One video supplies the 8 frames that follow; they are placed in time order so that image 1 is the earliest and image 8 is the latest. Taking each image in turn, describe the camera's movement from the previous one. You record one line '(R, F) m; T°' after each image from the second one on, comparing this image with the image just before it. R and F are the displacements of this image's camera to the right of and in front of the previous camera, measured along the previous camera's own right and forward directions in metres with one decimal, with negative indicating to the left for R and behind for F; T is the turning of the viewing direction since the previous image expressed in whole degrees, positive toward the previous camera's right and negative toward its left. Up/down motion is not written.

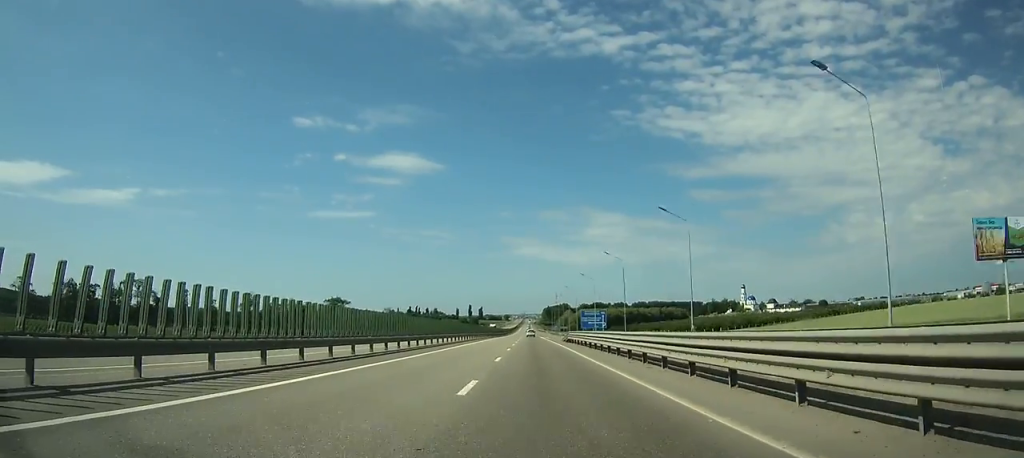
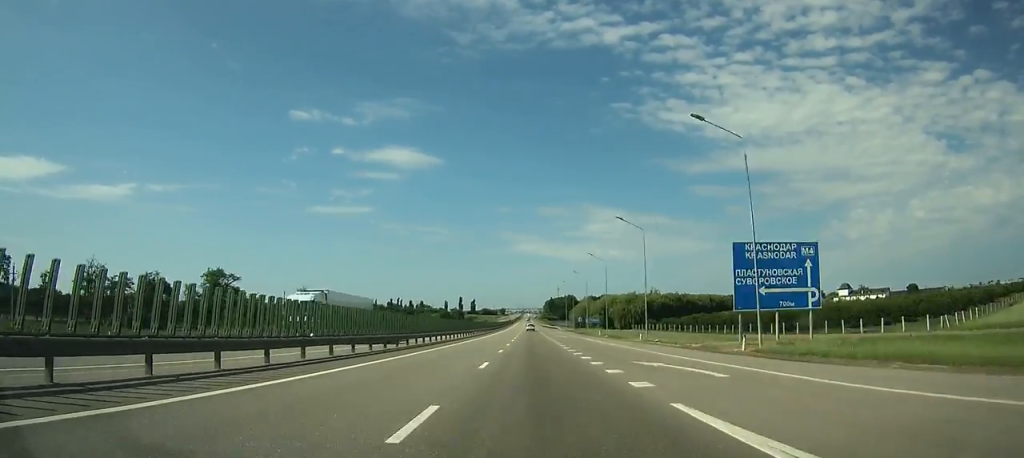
(+0.1, +109.5) m; 0°
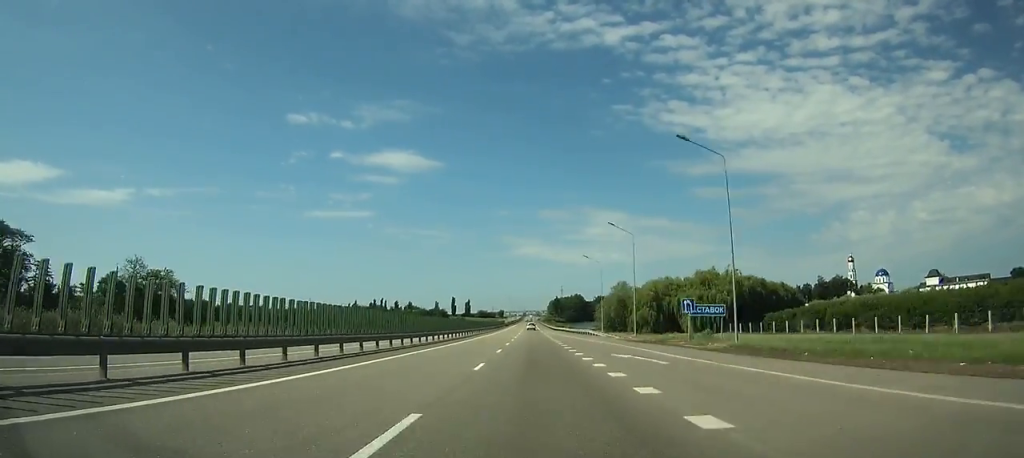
(-0.2, +83.3) m; 0°
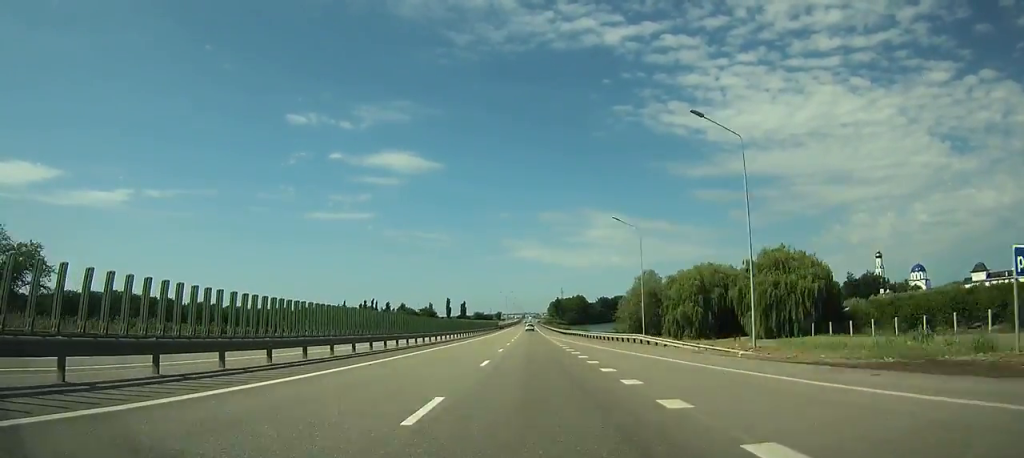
(0.0, +35.6) m; 0°
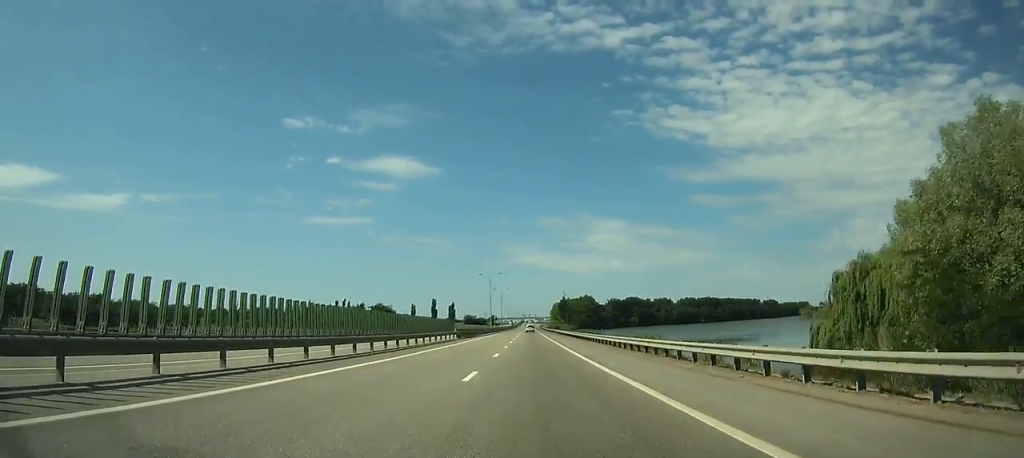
(+0.1, +90.4) m; 0°
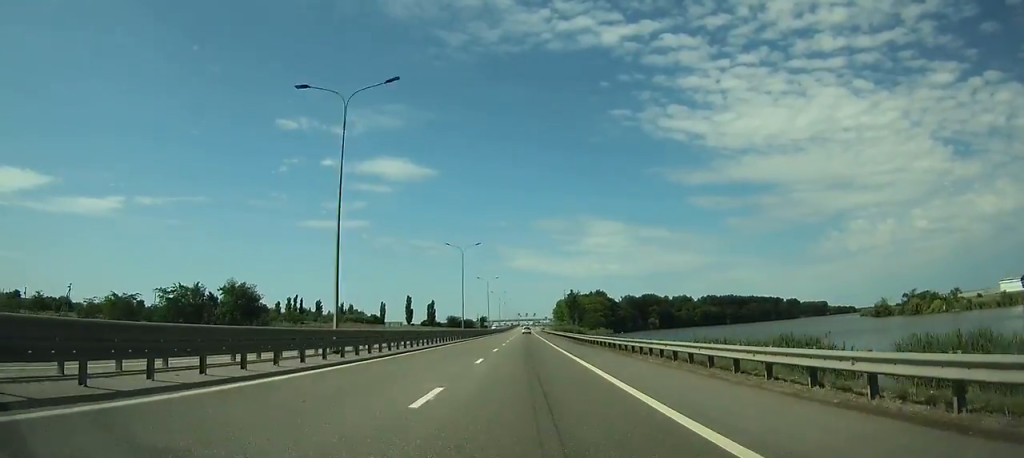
(+0.3, +102.0) m; 0°
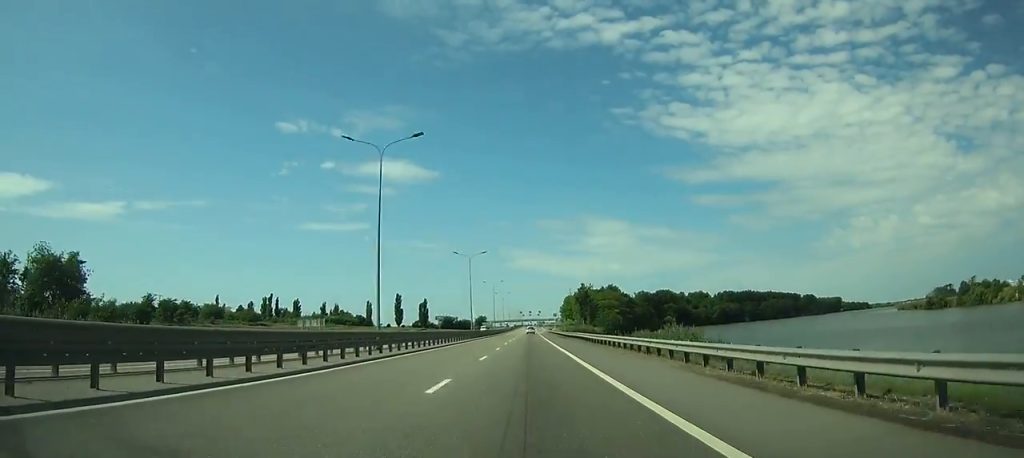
(+0.1, +45.5) m; 0°
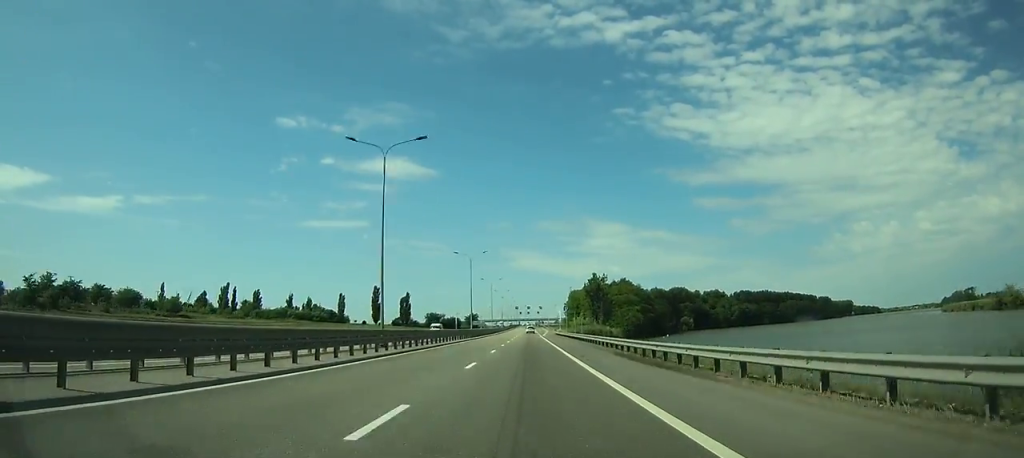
(0.0, +51.8) m; 0°
